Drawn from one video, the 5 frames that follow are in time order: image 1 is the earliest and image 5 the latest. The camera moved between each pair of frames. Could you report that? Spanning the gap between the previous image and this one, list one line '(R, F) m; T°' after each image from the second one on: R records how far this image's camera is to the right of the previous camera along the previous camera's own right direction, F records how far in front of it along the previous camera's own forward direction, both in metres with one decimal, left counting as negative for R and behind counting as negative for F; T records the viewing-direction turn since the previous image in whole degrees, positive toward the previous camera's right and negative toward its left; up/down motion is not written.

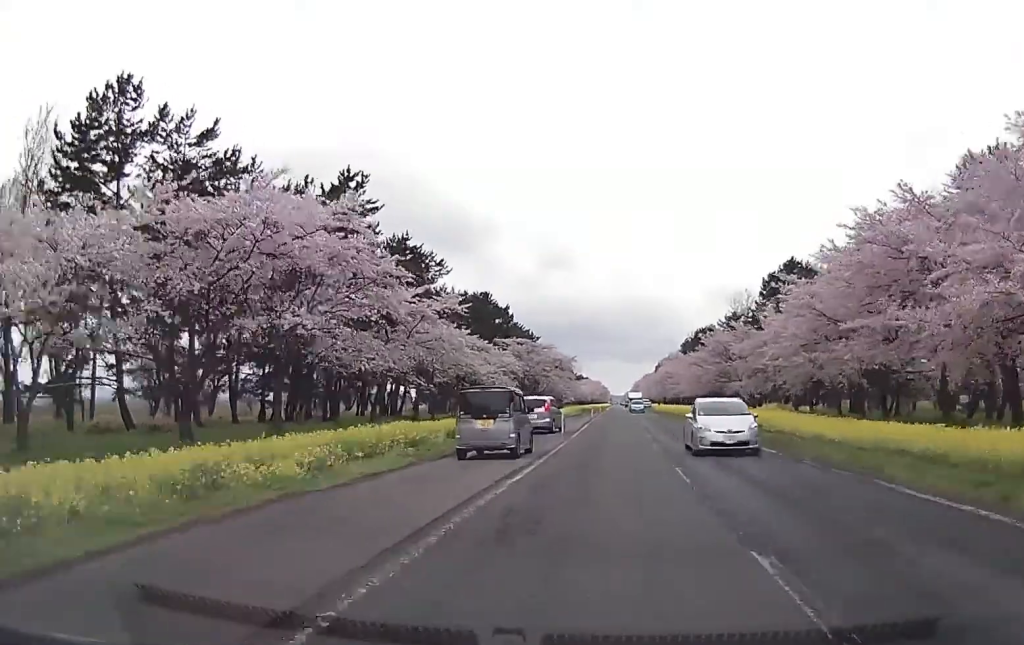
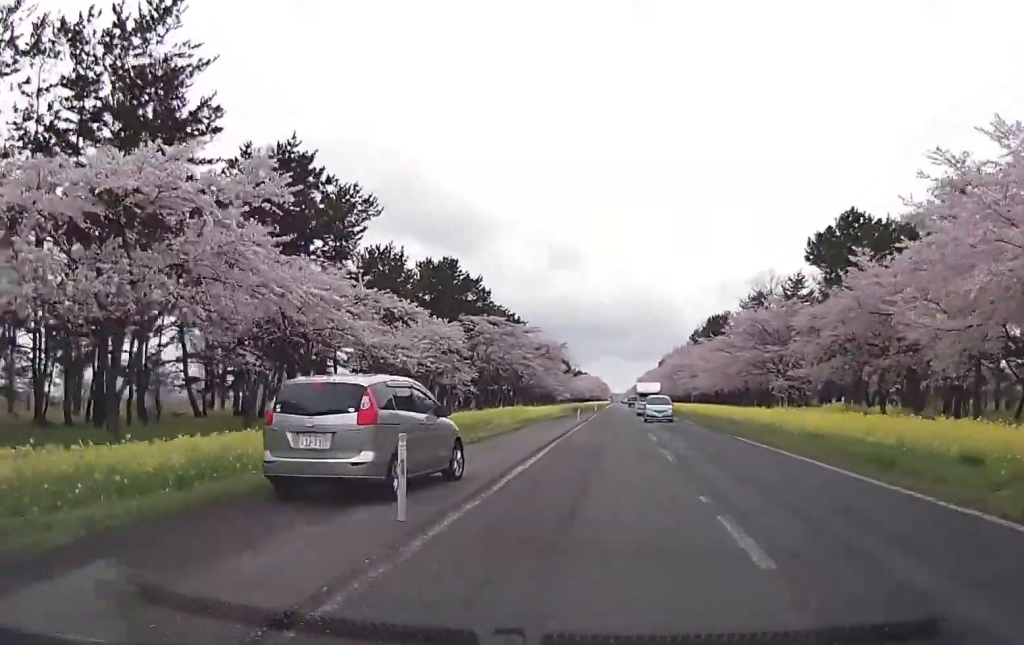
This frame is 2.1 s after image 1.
(+0.2, +25.5) m; +1°
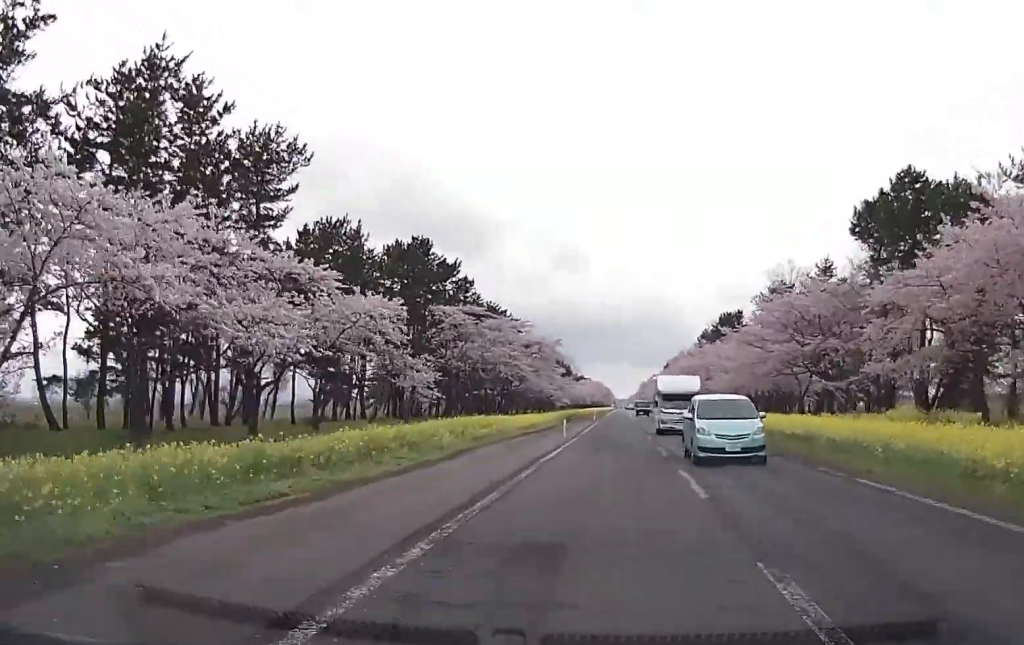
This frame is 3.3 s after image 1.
(0.0, +14.7) m; 0°
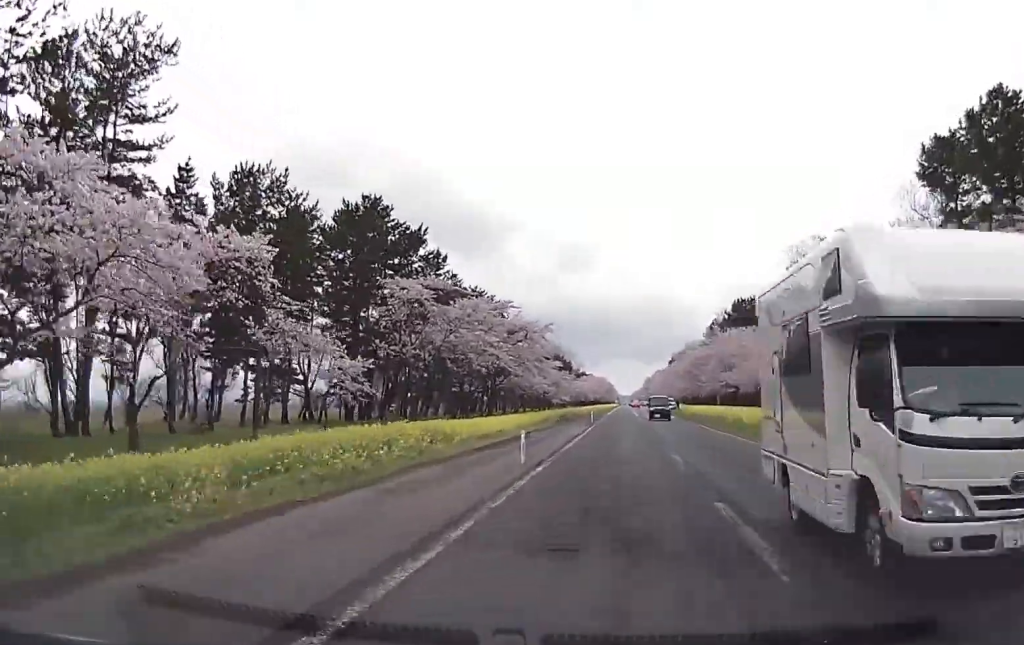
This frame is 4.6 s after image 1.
(0.0, +15.5) m; 0°
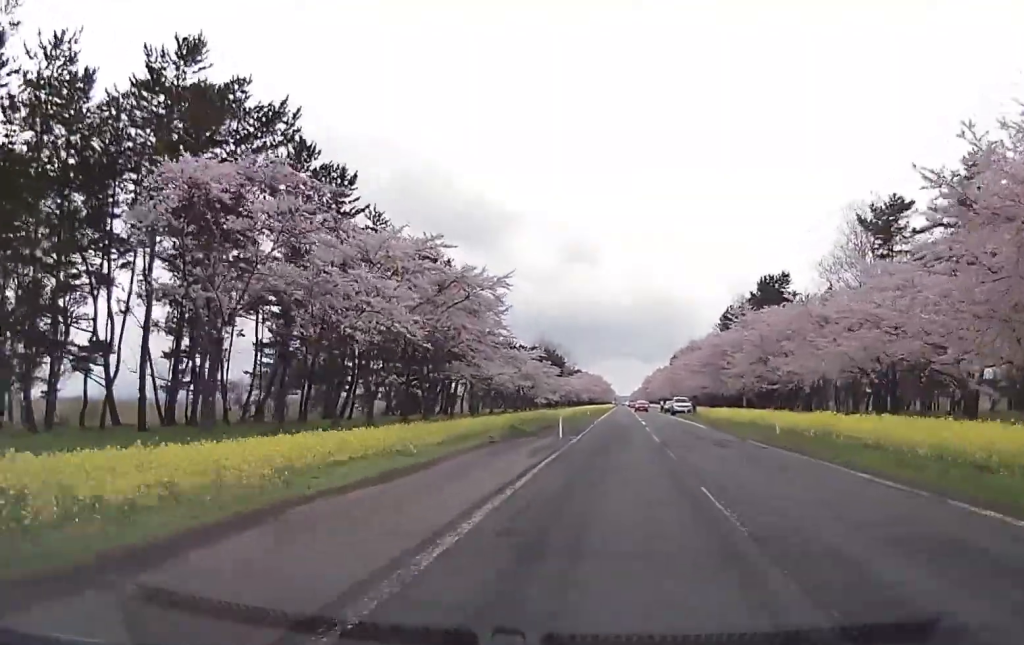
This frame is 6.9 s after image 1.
(0.0, +28.6) m; 0°
